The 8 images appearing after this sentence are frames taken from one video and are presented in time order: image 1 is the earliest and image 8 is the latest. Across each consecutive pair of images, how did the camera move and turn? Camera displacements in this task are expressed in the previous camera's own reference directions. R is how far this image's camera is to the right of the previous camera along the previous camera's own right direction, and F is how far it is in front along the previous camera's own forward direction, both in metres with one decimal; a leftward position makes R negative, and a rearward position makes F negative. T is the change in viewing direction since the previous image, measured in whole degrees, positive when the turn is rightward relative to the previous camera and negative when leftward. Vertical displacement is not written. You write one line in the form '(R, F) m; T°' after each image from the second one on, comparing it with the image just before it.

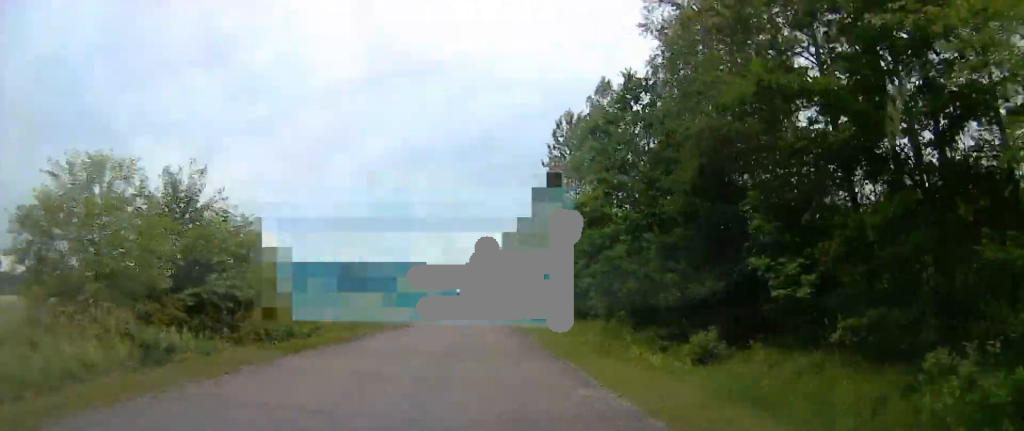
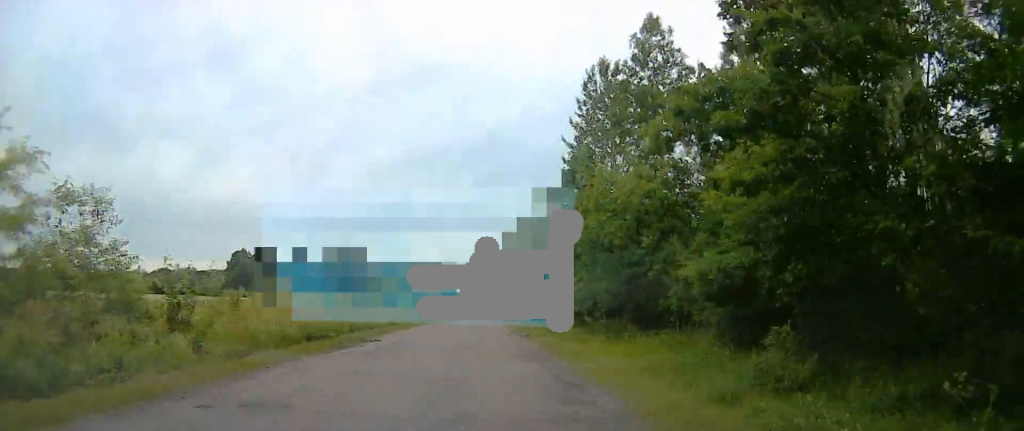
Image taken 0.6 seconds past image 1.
(0.0, +14.0) m; 0°
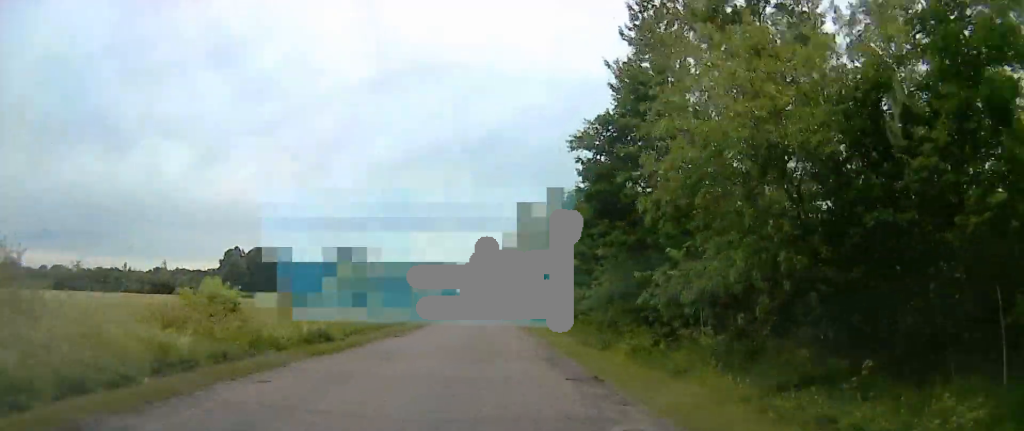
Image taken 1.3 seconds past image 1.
(0.0, +15.7) m; 0°
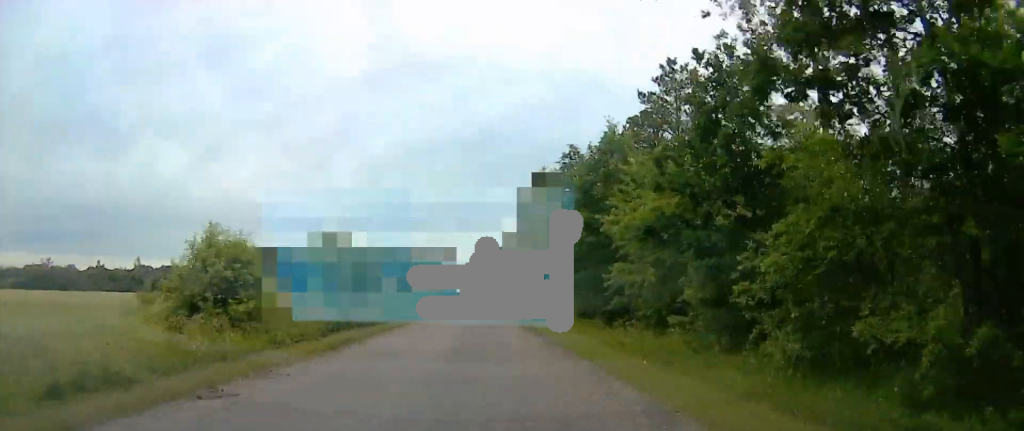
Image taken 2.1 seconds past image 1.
(0.0, +17.1) m; 0°
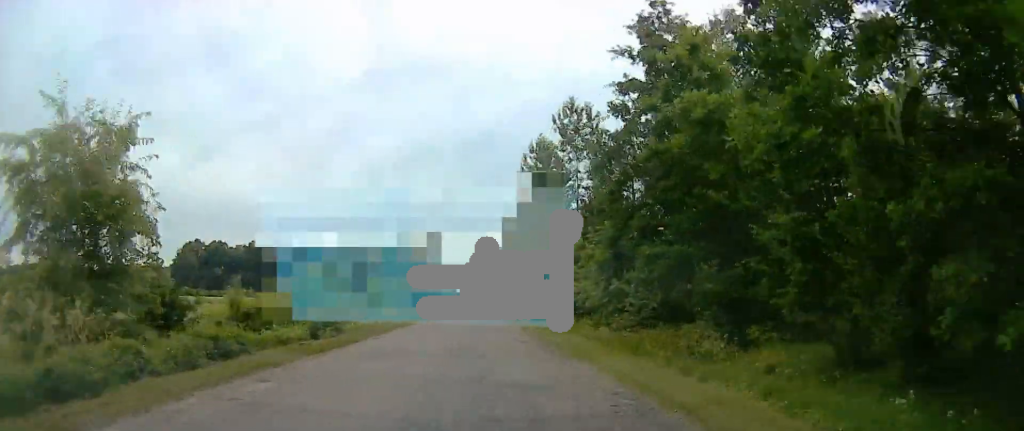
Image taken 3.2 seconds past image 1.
(0.0, +22.6) m; +1°
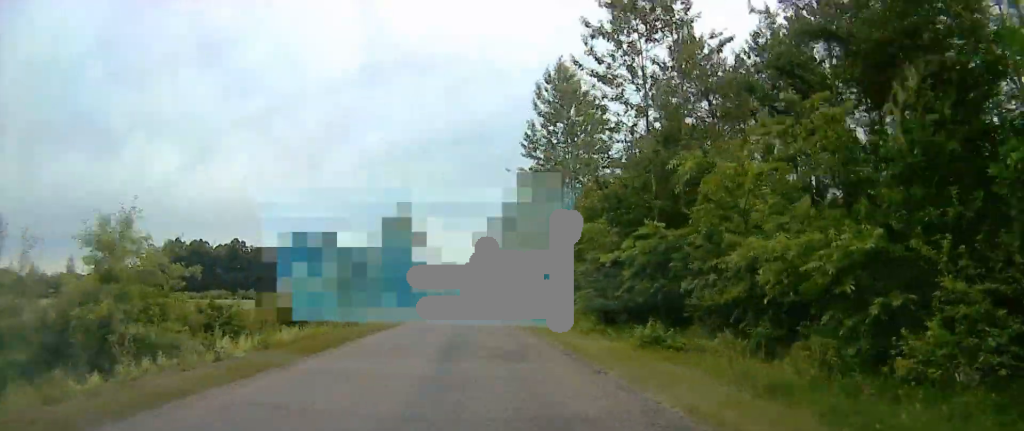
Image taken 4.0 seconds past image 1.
(+0.2, +18.6) m; +1°
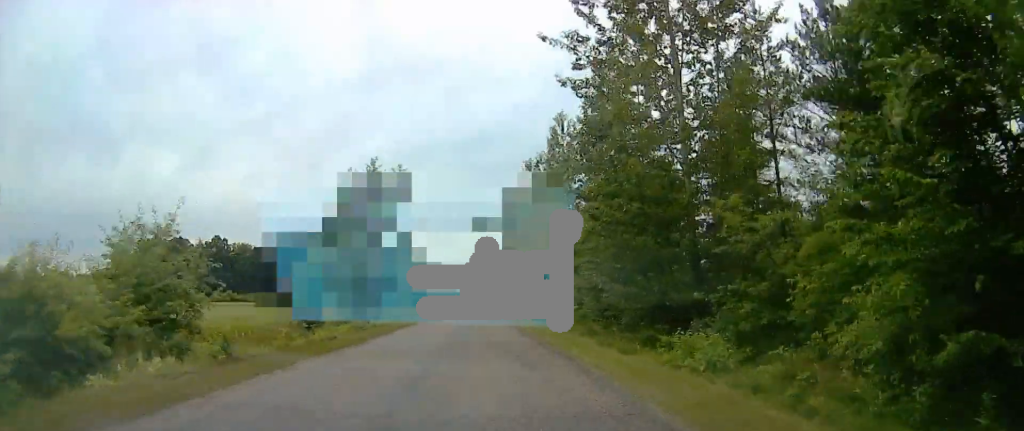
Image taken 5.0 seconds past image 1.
(+0.3, +25.1) m; +1°
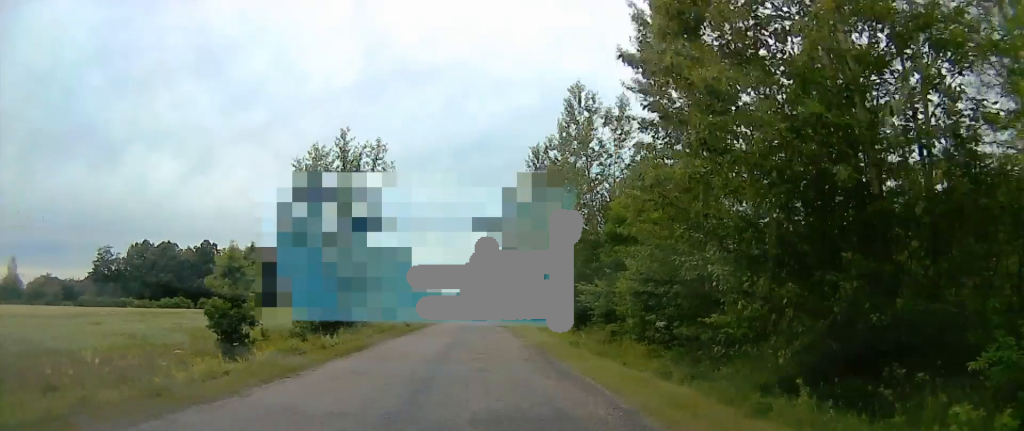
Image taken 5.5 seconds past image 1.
(0.0, +10.1) m; 0°
